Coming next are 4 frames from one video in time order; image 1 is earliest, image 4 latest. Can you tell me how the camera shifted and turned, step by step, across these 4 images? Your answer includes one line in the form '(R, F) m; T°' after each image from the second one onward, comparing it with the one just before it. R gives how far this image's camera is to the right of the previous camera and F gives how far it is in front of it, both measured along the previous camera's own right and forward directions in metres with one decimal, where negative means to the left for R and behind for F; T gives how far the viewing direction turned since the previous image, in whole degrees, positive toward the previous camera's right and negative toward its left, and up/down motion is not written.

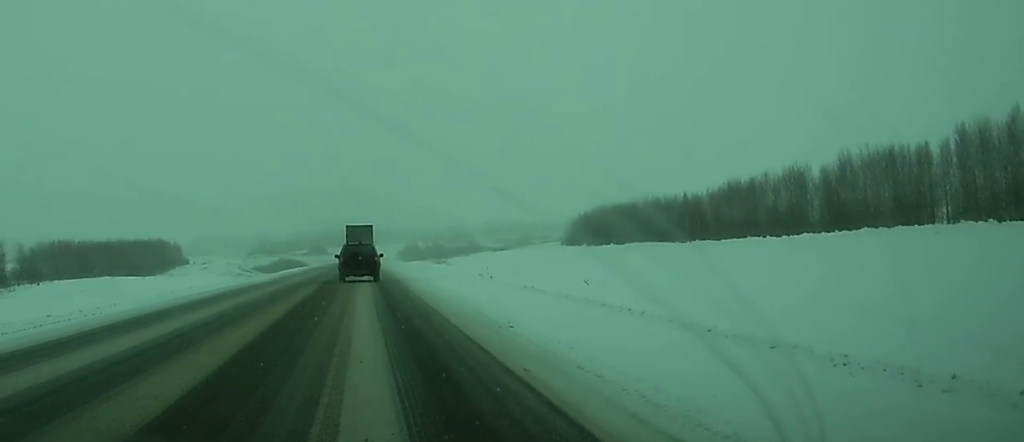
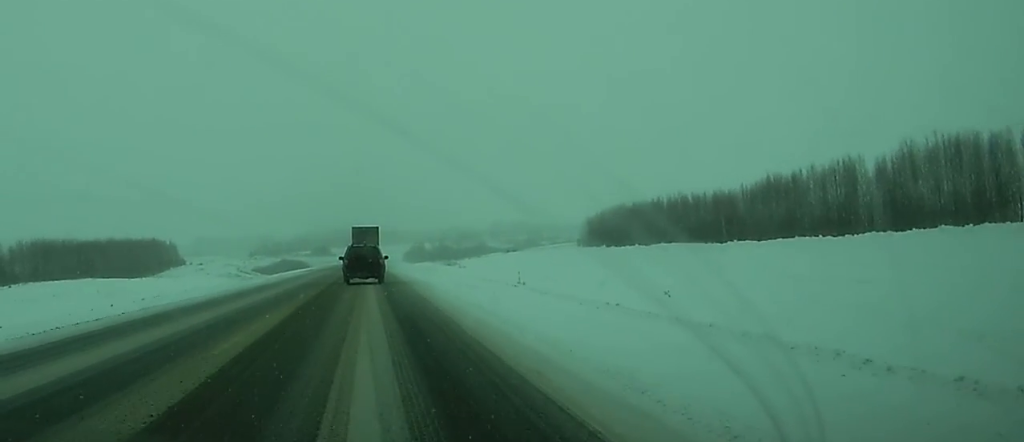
(0.0, +13.5) m; 0°
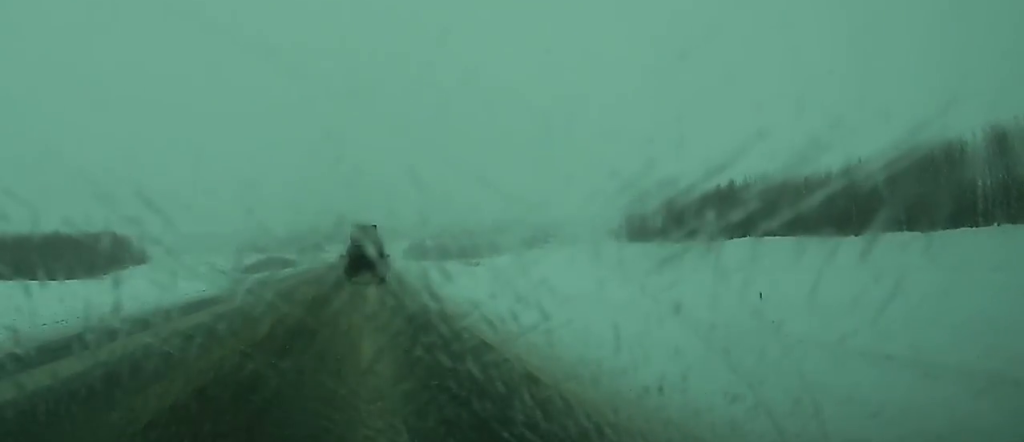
(0.0, +40.3) m; 0°
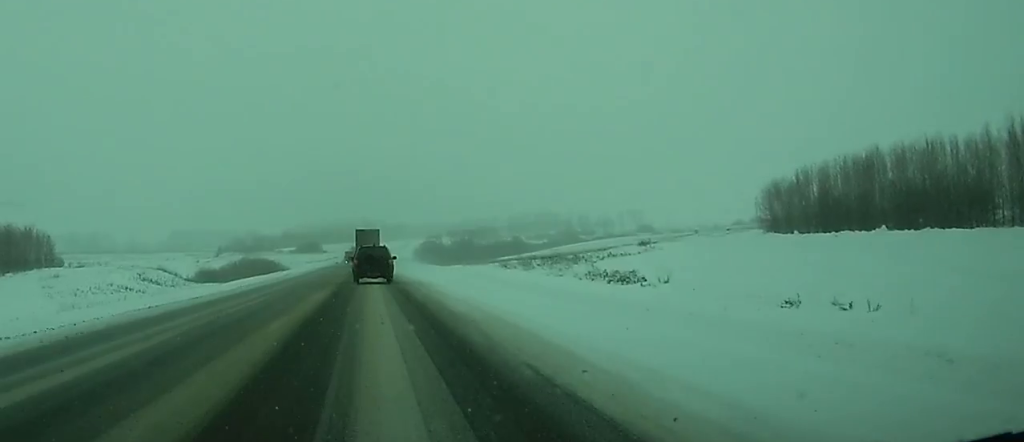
(-0.2, +75.3) m; -1°
